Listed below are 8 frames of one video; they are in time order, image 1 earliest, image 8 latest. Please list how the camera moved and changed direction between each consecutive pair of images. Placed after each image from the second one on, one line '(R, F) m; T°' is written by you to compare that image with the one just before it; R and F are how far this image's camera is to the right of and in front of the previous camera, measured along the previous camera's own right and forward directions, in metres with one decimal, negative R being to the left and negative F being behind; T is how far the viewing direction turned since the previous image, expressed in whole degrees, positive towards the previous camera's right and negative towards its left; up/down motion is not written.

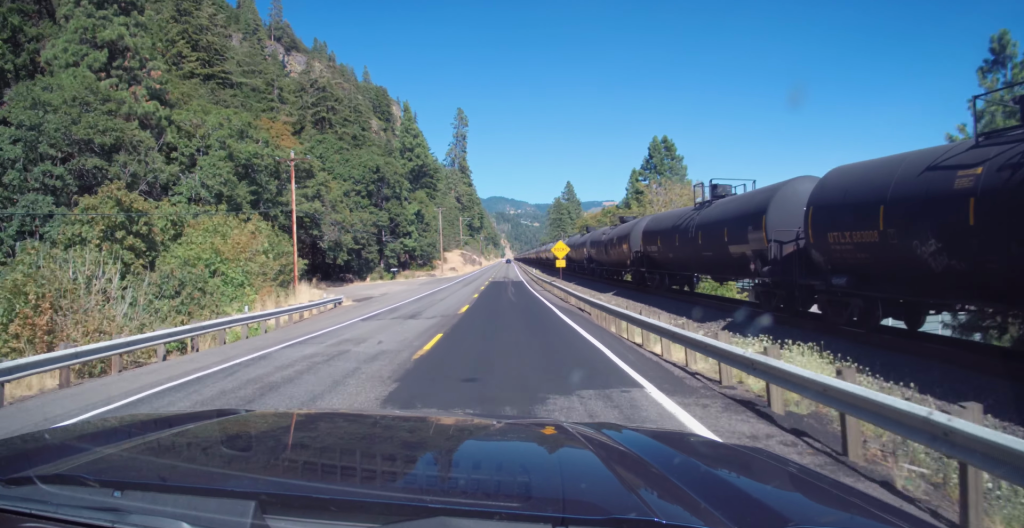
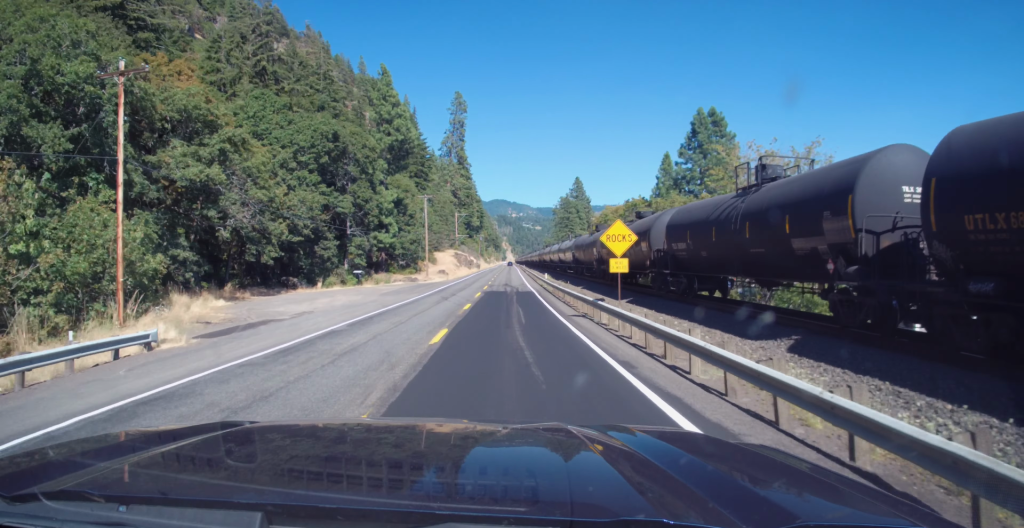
(+0.1, +21.0) m; 0°
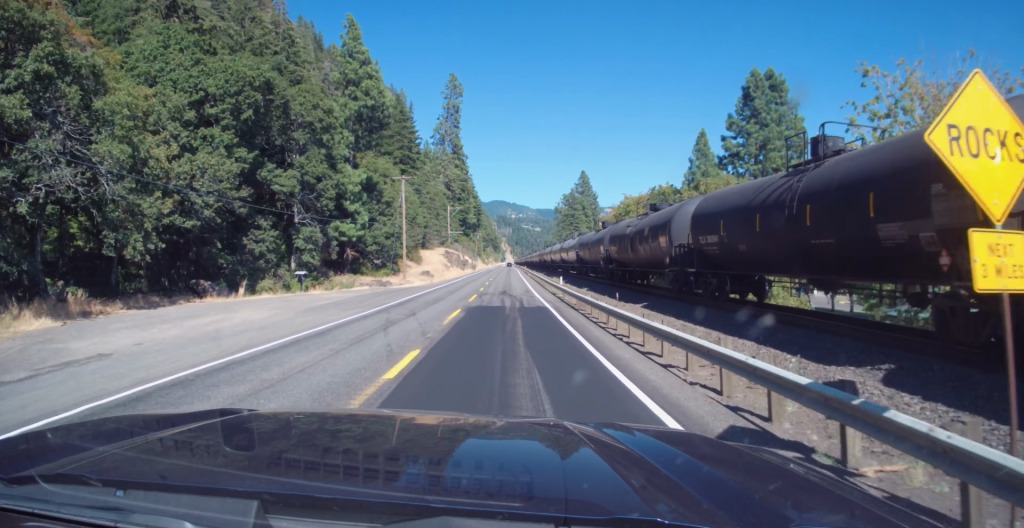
(+0.2, +17.1) m; +1°
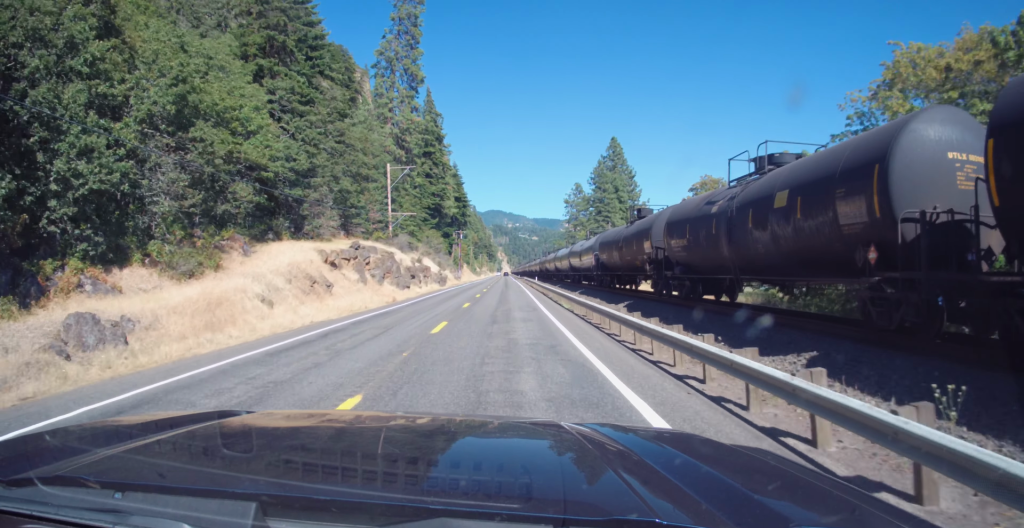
(0.0, +62.2) m; -1°
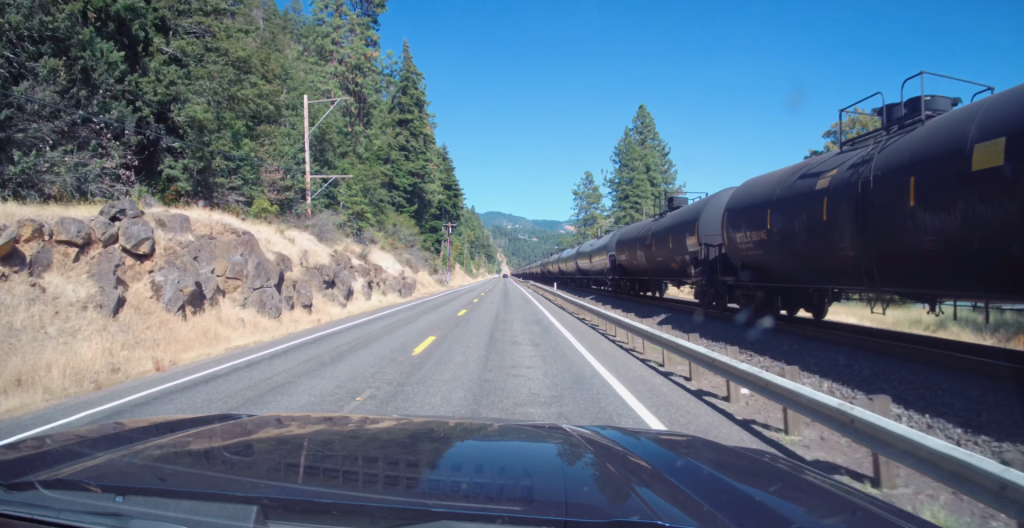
(-0.5, +28.1) m; 0°
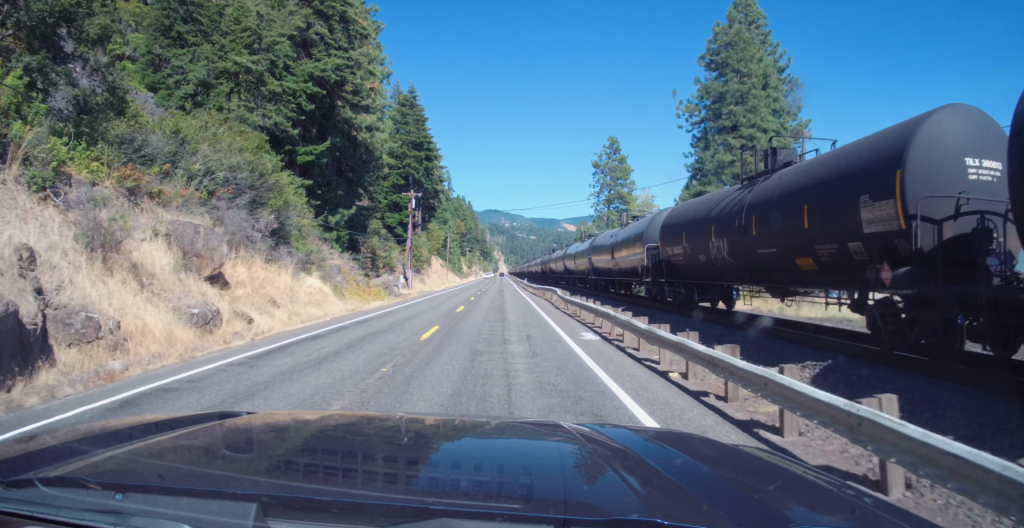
(+0.8, +45.9) m; +1°
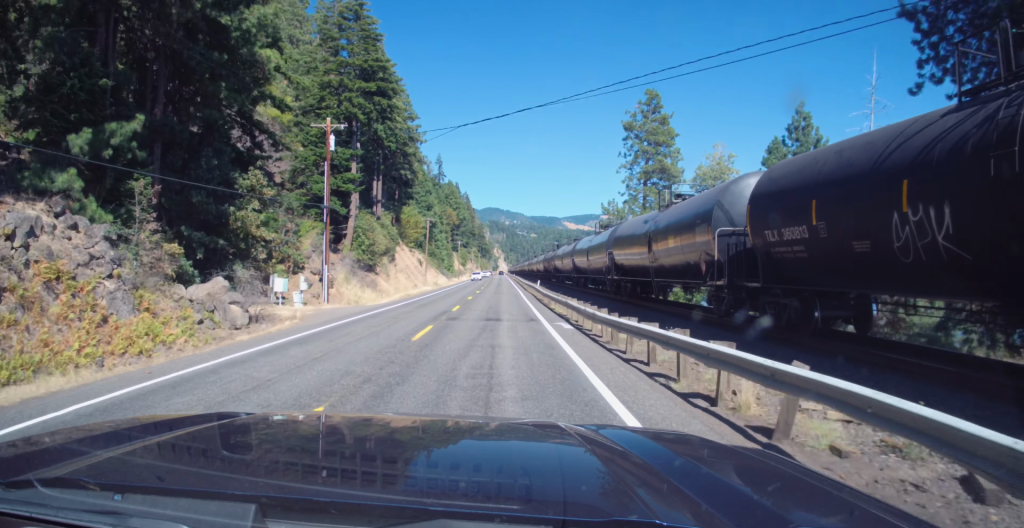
(0.0, +35.6) m; 0°
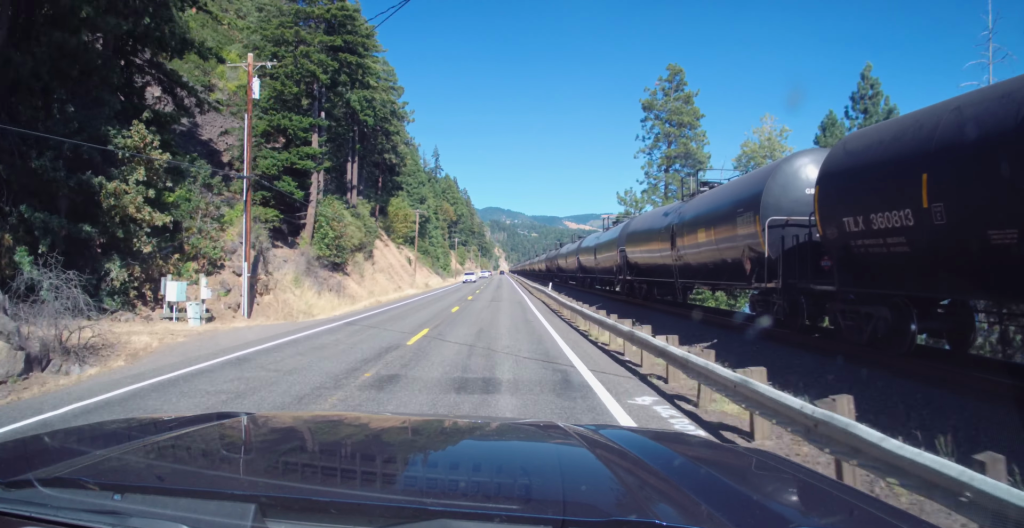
(0.0, +13.1) m; 0°
